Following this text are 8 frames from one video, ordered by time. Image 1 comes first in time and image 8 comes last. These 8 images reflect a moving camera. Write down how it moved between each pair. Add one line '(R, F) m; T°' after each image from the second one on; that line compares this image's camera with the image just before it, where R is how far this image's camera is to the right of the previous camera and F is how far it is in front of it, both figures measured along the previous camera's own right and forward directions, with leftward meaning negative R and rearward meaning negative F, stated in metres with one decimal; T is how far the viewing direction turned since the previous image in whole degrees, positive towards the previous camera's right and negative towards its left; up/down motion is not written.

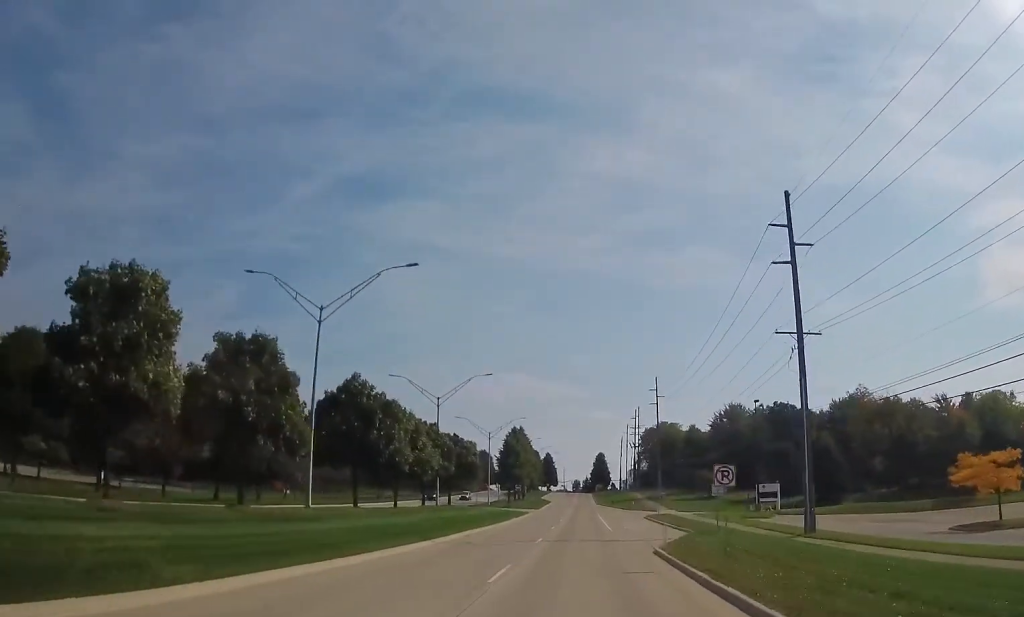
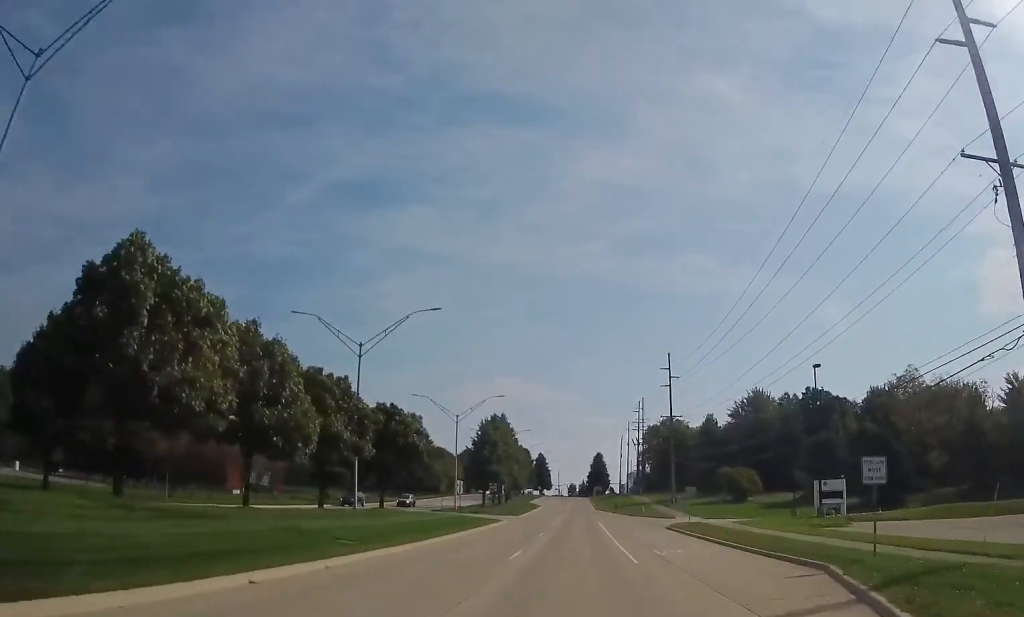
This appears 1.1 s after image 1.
(0.0, +24.0) m; 0°
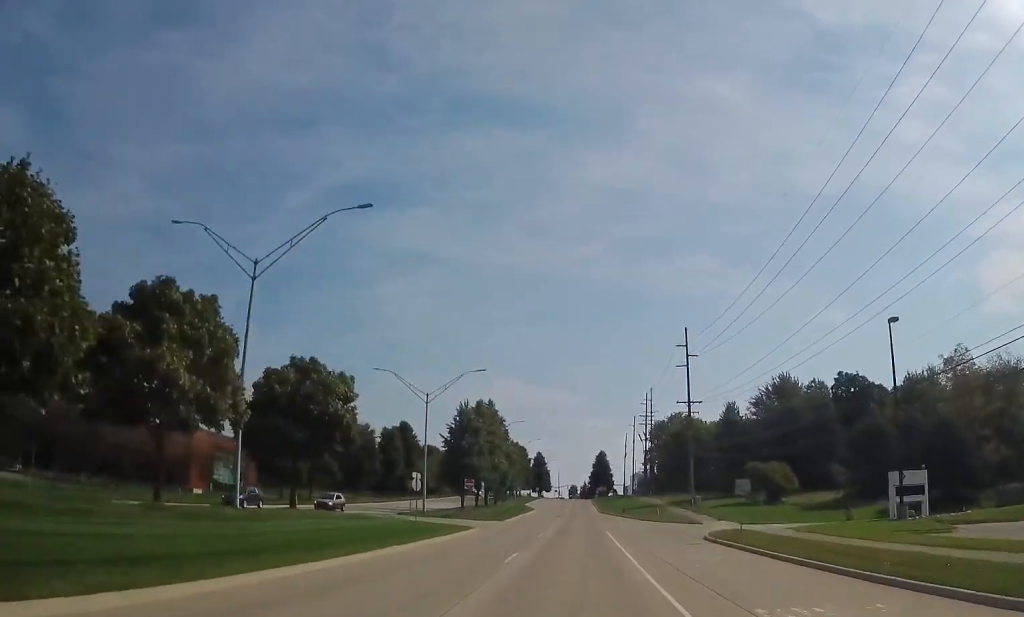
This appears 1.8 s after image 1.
(0.0, +16.1) m; 0°
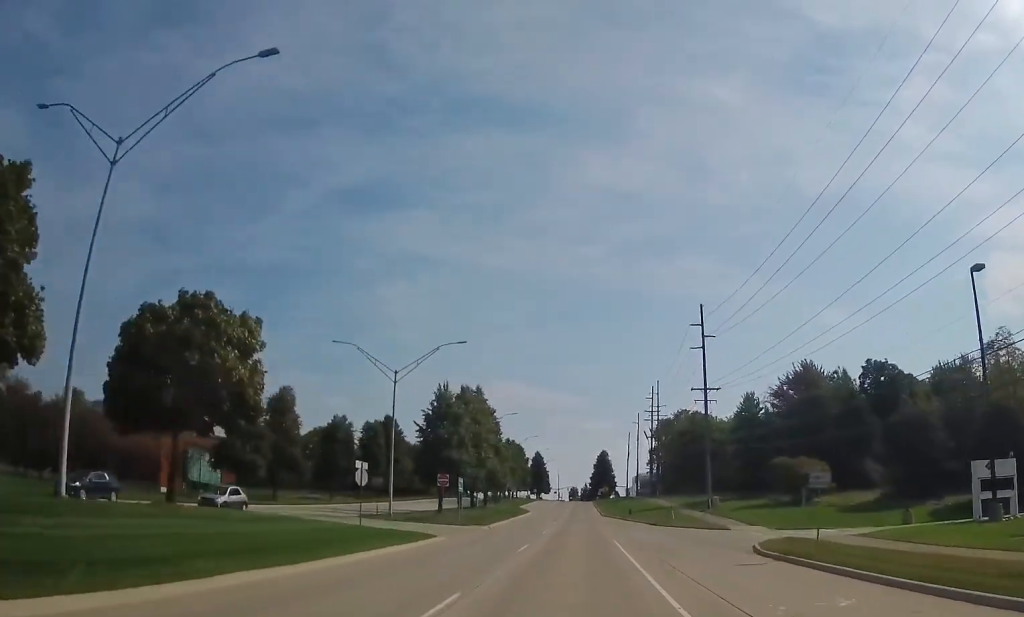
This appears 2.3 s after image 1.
(0.0, +11.2) m; 0°
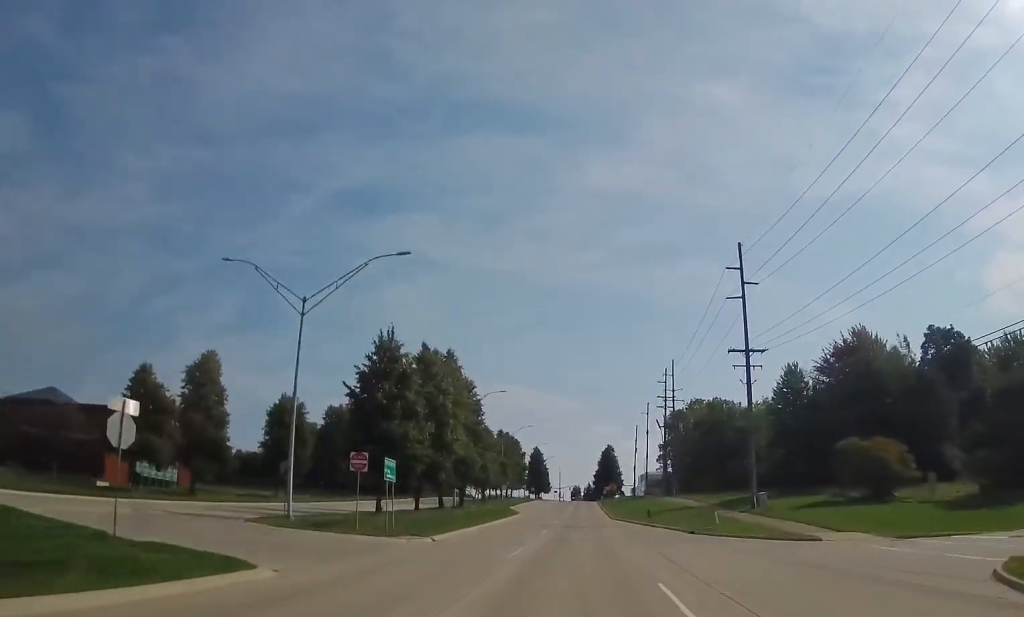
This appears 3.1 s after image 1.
(0.0, +18.4) m; 0°
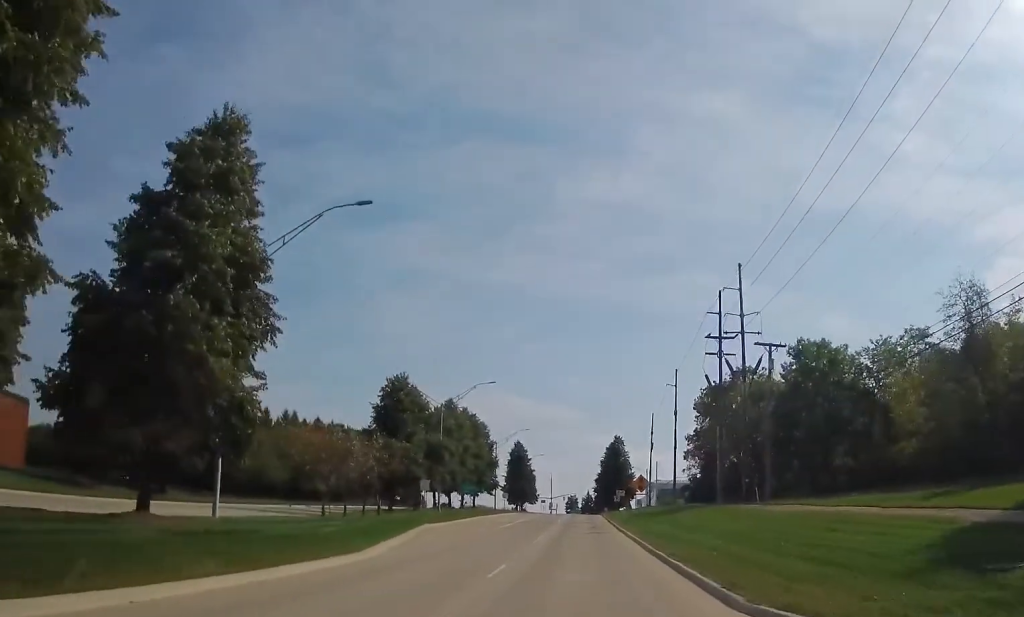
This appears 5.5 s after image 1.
(0.0, +50.8) m; +1°
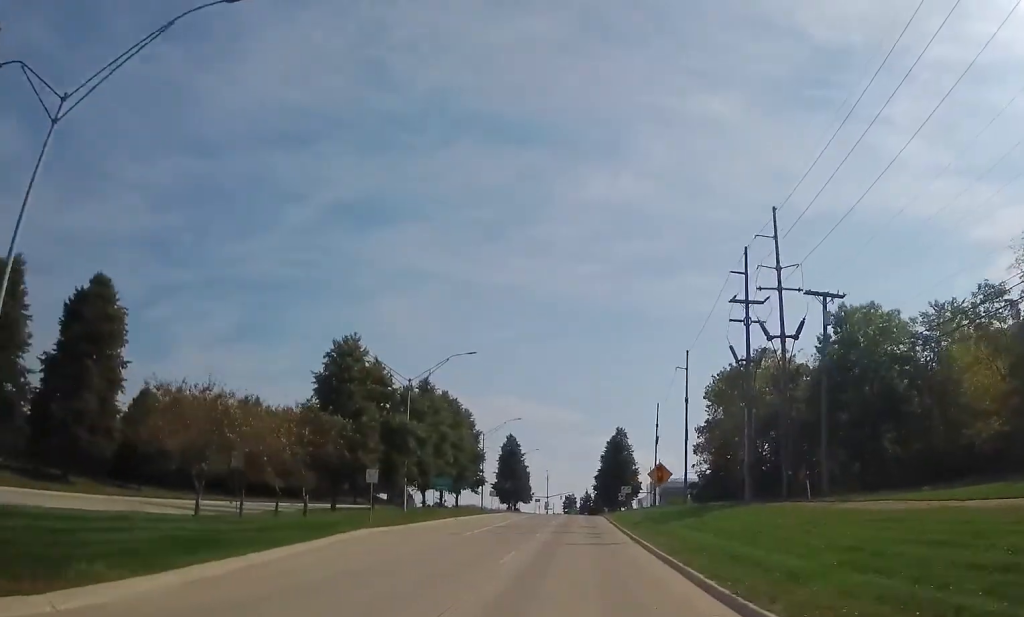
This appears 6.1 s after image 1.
(+0.3, +13.0) m; 0°
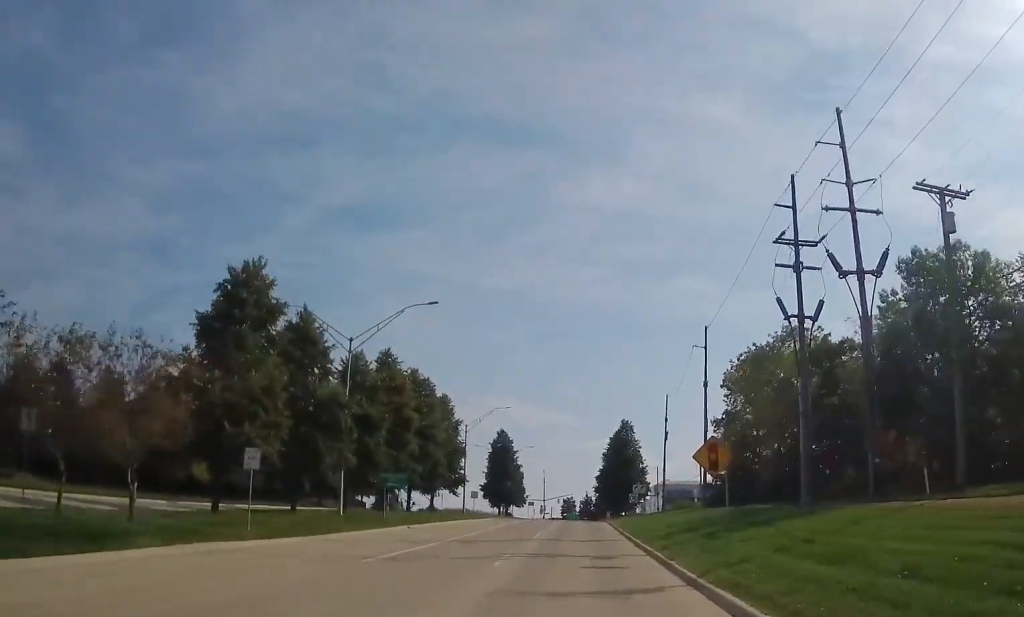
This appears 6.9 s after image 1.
(-0.1, +15.2) m; -1°
